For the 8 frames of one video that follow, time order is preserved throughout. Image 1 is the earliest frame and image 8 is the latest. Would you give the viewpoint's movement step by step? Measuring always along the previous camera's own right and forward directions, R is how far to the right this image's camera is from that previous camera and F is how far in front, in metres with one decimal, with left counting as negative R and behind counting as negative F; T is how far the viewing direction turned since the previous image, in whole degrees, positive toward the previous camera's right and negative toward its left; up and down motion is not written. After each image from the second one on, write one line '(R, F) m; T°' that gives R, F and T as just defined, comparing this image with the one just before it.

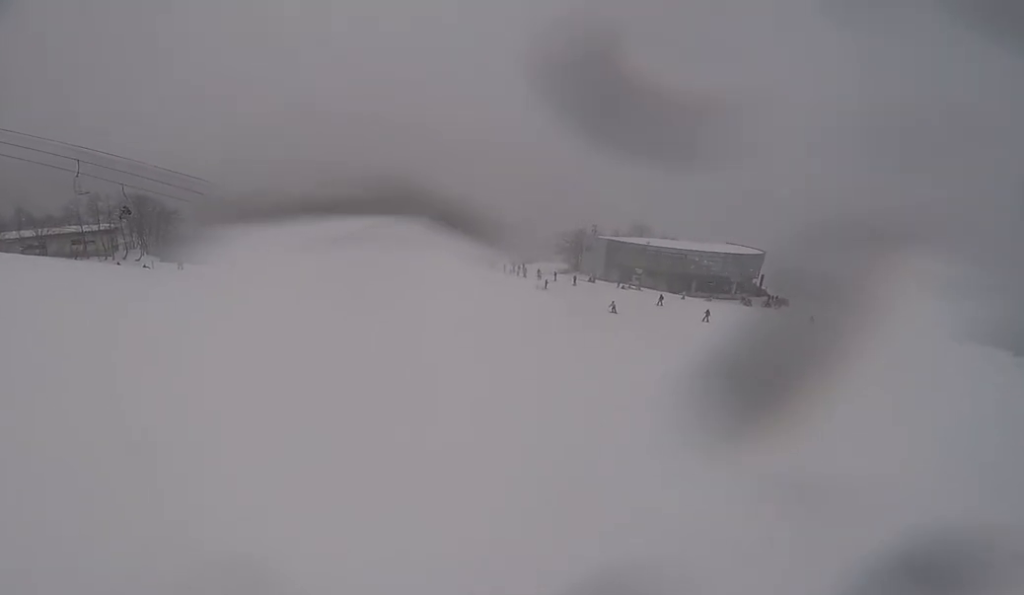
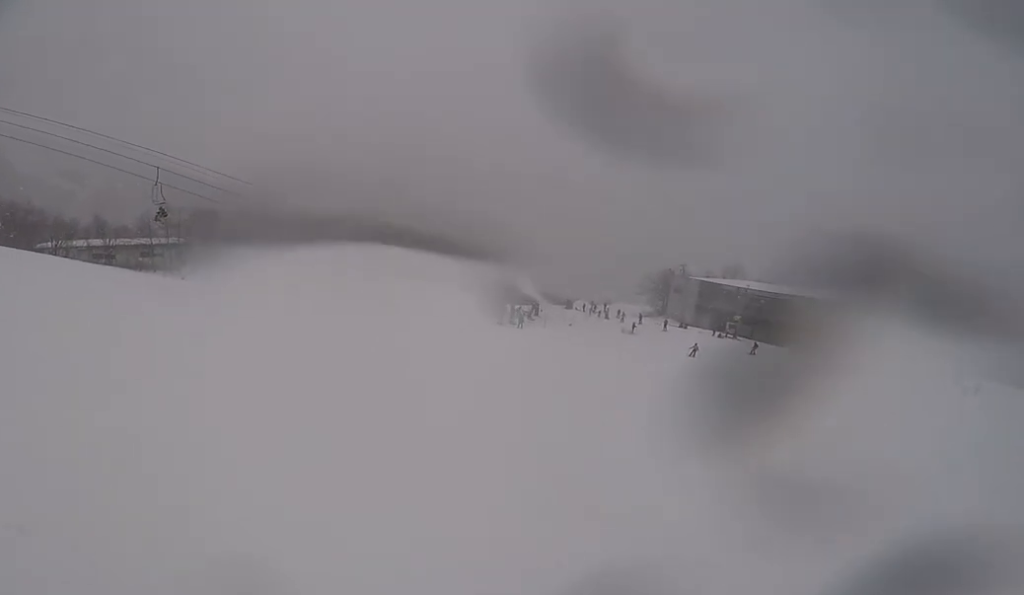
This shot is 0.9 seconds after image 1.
(-0.4, +5.0) m; -4°
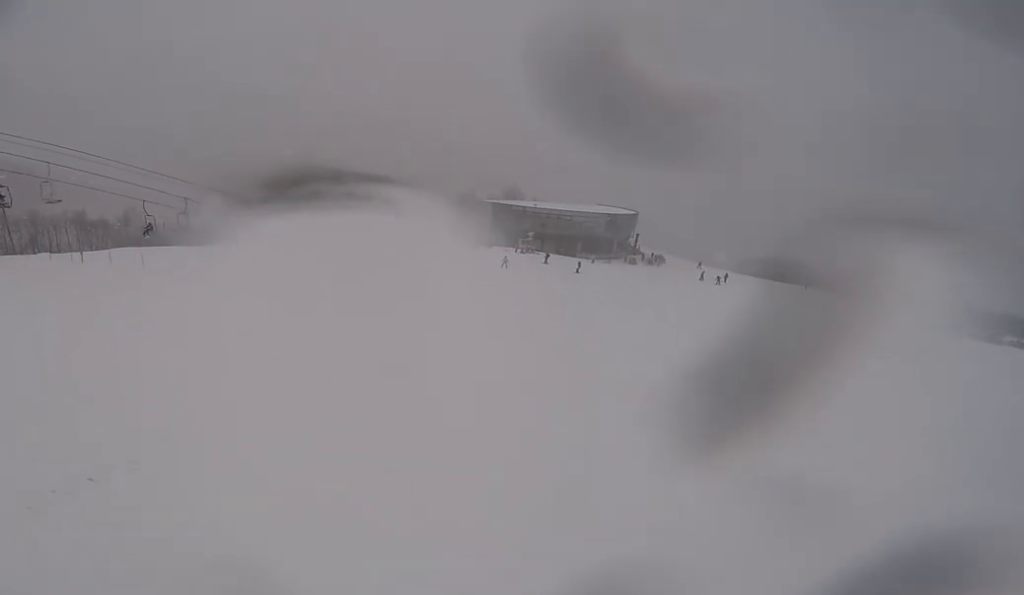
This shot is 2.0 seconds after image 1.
(0.0, +7.0) m; +22°
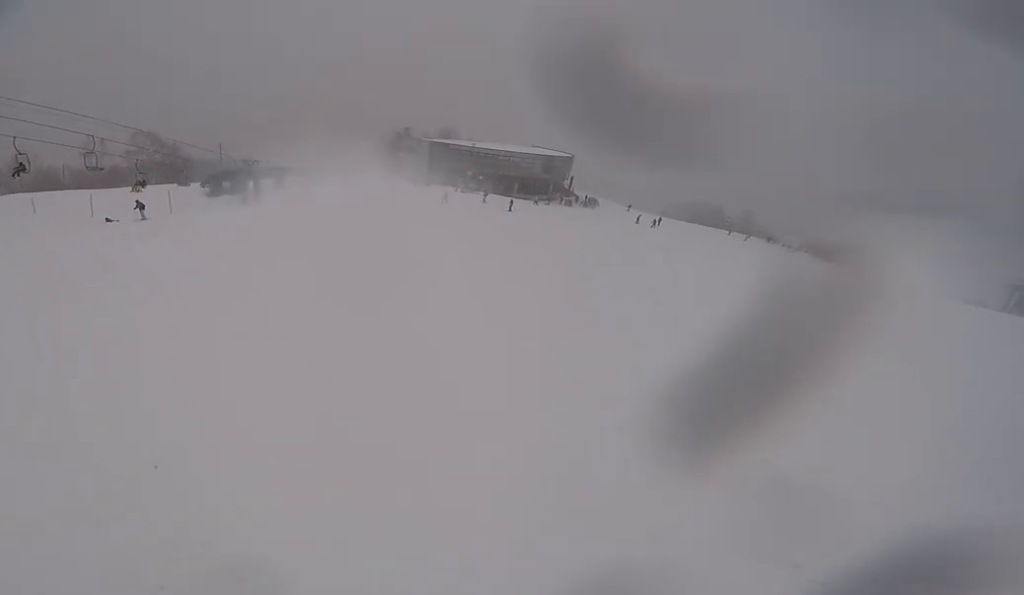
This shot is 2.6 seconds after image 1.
(+0.6, +2.9) m; +15°
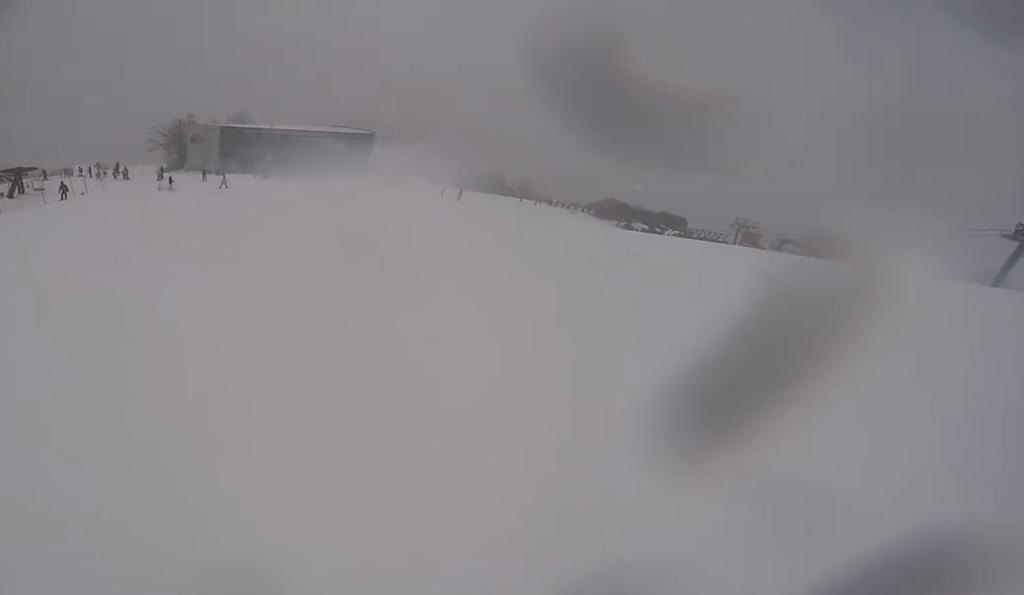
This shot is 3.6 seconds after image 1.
(+2.1, +6.1) m; +12°
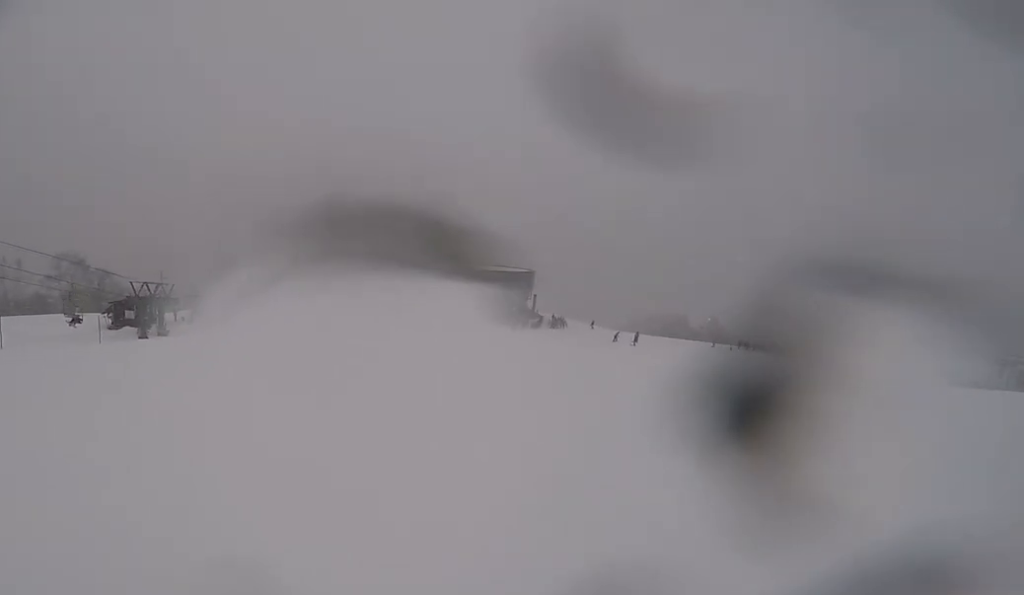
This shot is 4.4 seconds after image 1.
(-0.2, +4.8) m; -14°
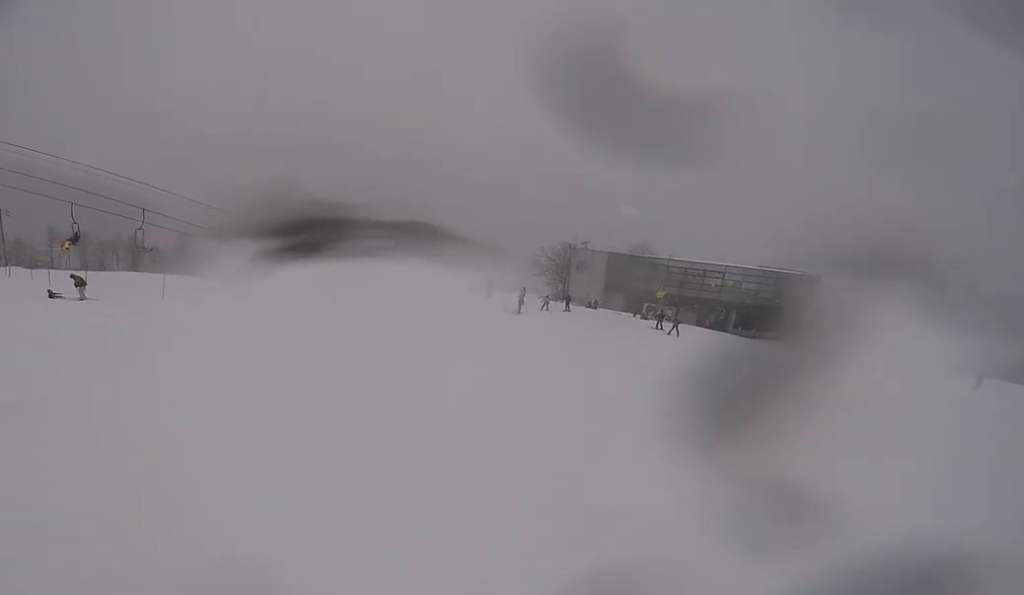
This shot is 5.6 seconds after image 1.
(-1.8, +7.5) m; -17°
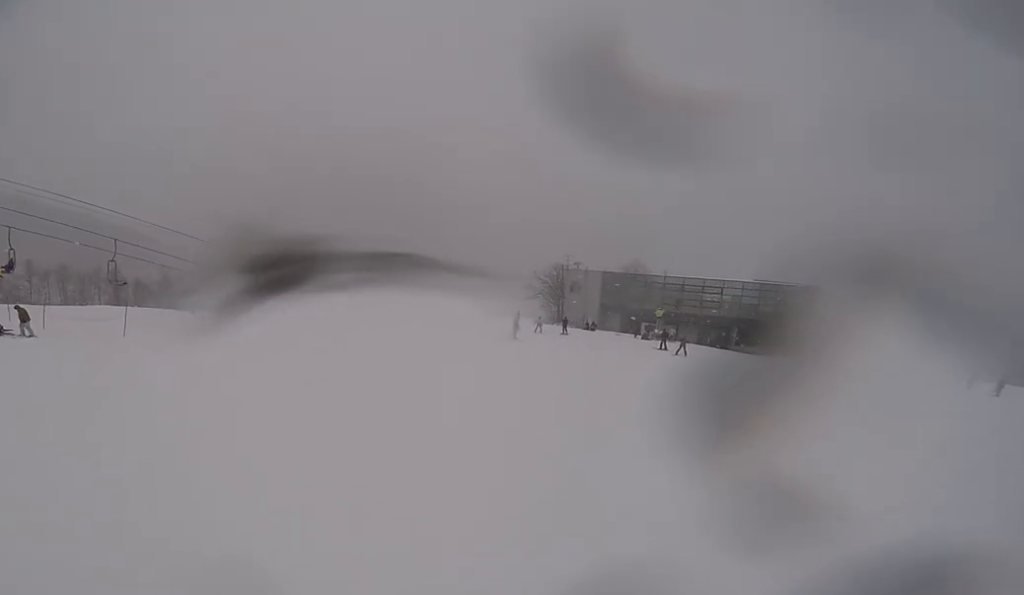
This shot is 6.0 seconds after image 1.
(+0.2, +2.7) m; -5°
